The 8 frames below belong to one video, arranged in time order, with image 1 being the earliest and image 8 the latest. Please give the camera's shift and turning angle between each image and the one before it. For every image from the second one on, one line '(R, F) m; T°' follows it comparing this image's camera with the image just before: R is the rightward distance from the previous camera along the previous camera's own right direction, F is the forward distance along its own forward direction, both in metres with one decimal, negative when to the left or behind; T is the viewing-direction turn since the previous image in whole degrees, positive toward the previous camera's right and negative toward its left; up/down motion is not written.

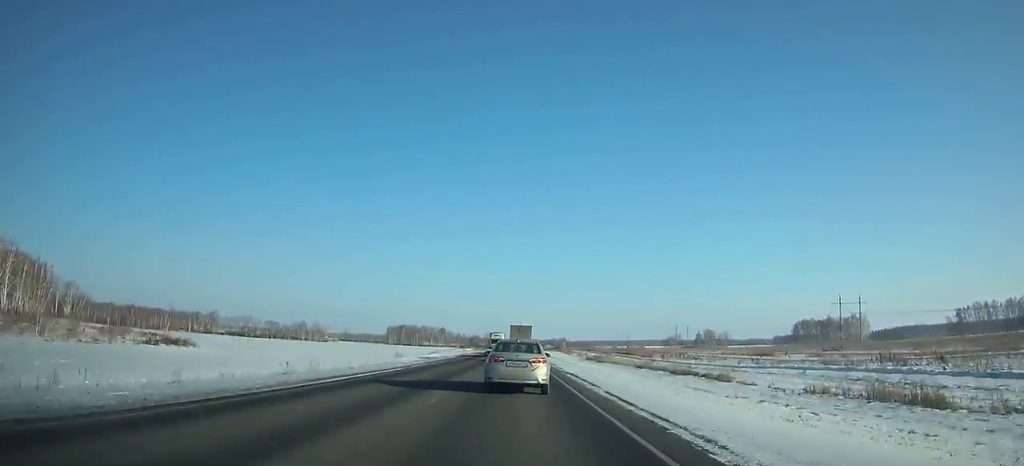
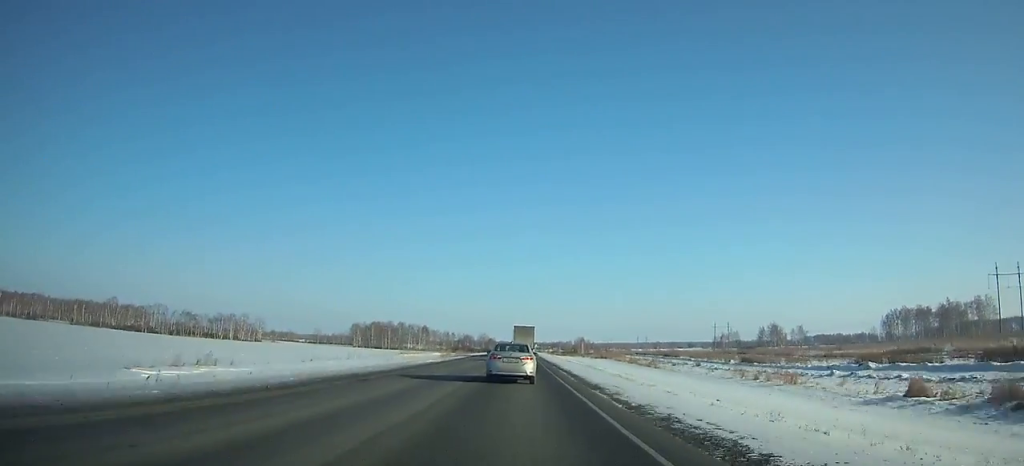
(0.0, +117.8) m; 0°
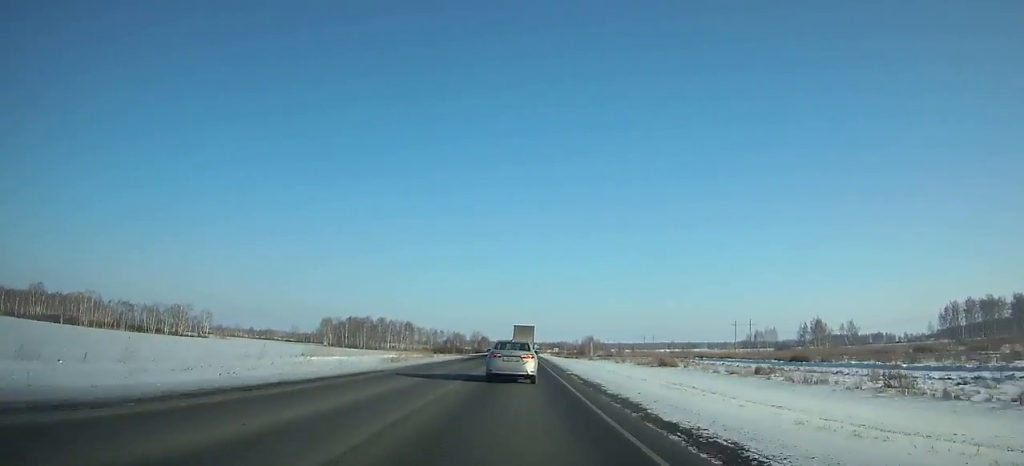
(0.0, +53.6) m; 0°
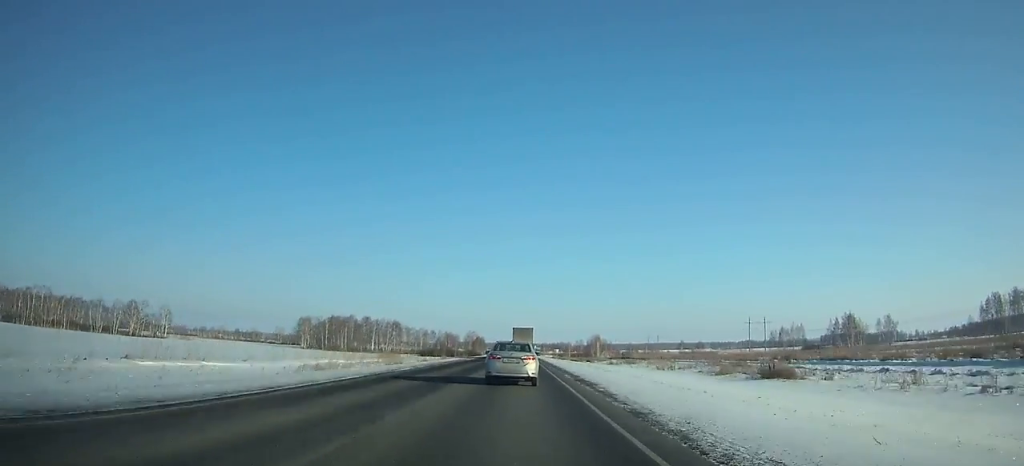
(0.0, +31.9) m; 0°
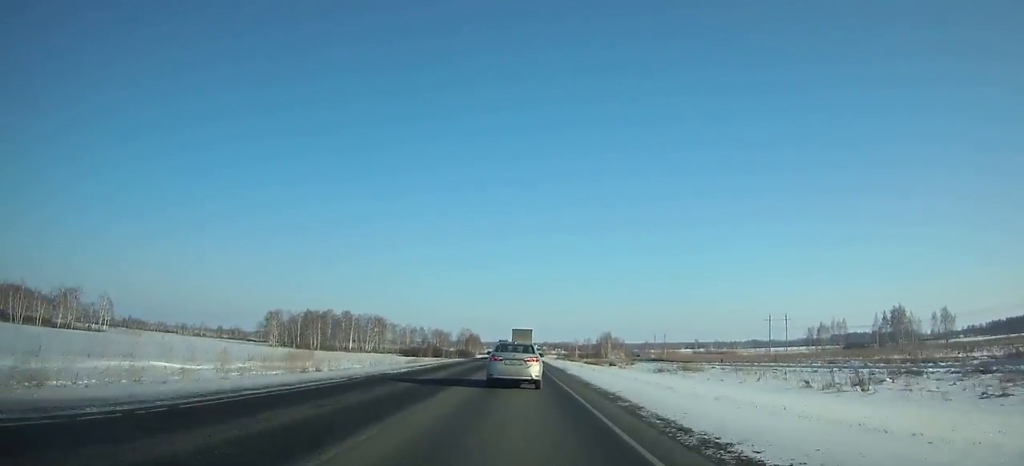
(0.0, +38.3) m; 0°
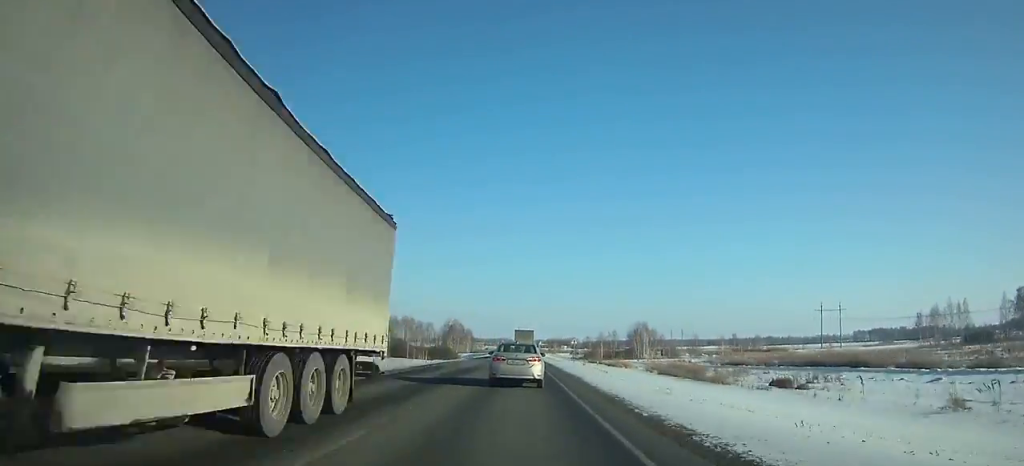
(-0.1, +74.2) m; 0°
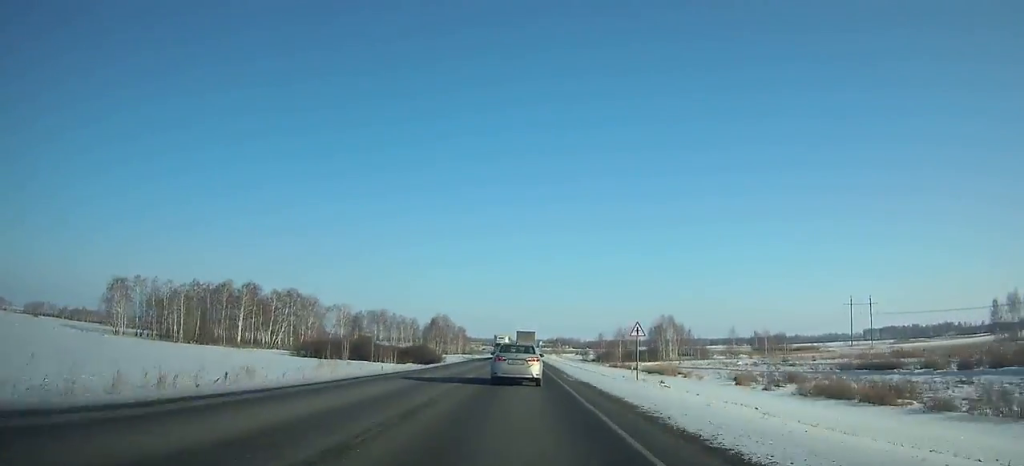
(0.0, +34.0) m; 0°
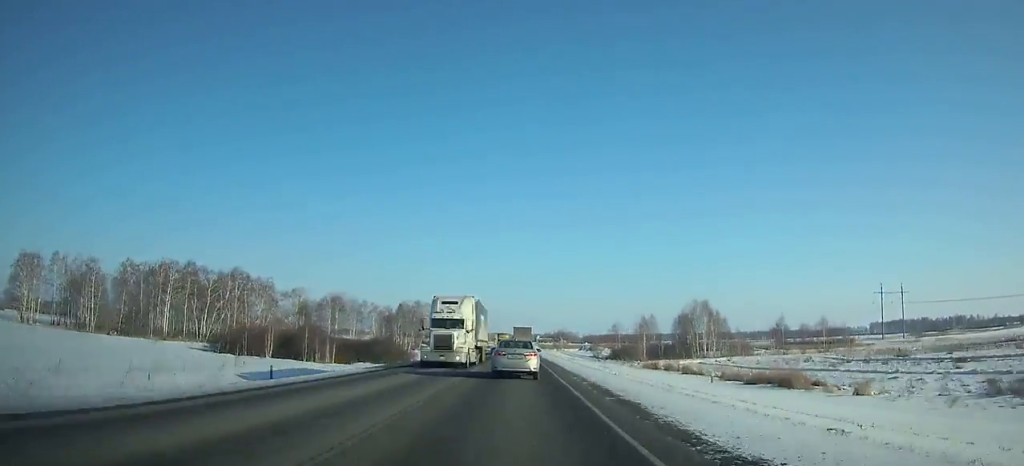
(0.0, +34.4) m; 0°
